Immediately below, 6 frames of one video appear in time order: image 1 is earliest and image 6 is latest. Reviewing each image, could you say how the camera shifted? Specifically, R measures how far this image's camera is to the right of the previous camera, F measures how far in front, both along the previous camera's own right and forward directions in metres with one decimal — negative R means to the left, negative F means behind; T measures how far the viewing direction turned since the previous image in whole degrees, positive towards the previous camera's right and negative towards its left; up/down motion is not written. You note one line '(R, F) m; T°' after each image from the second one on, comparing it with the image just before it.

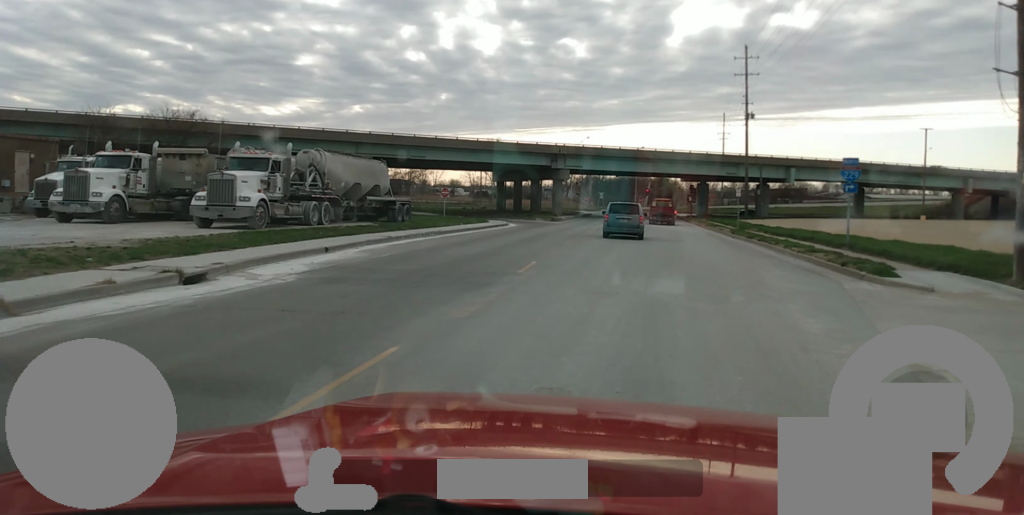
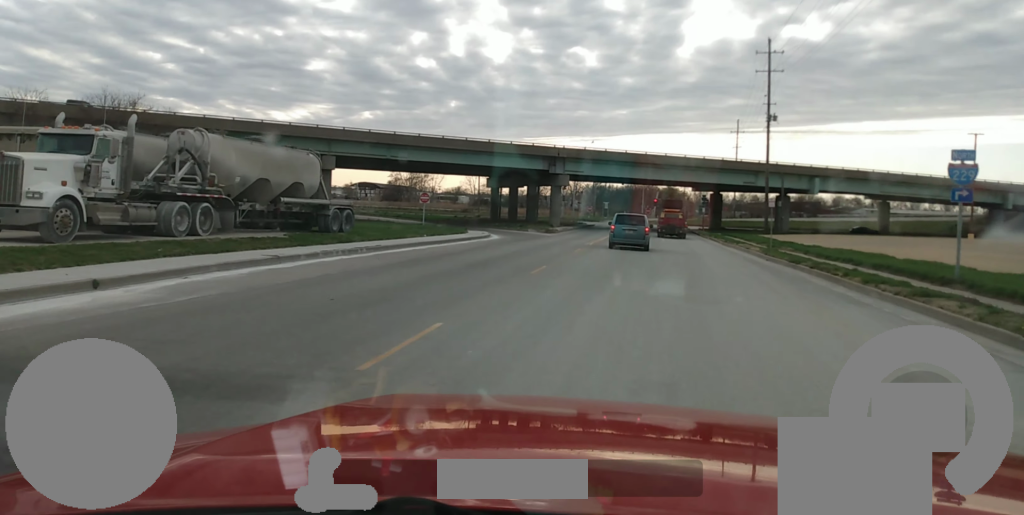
(+0.1, +10.8) m; +1°
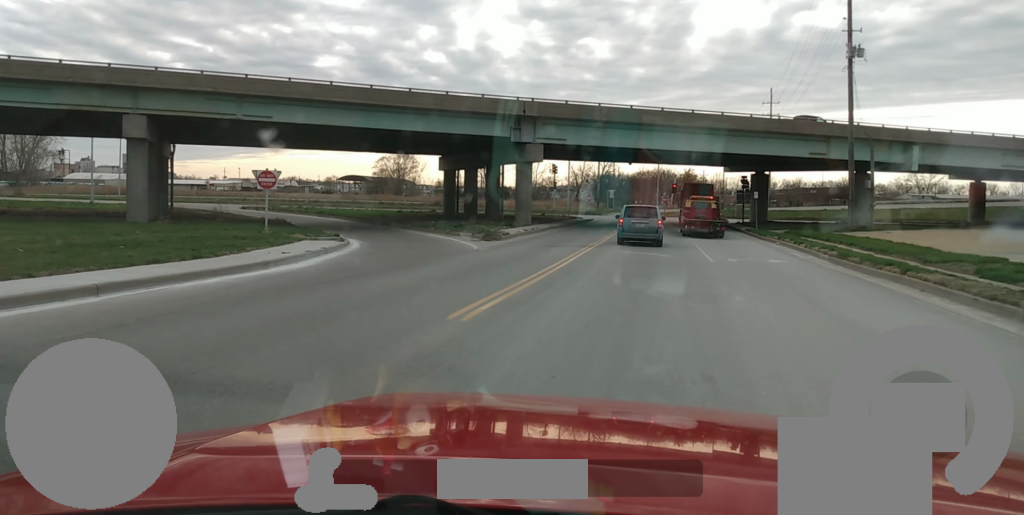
(-1.3, +30.9) m; -4°
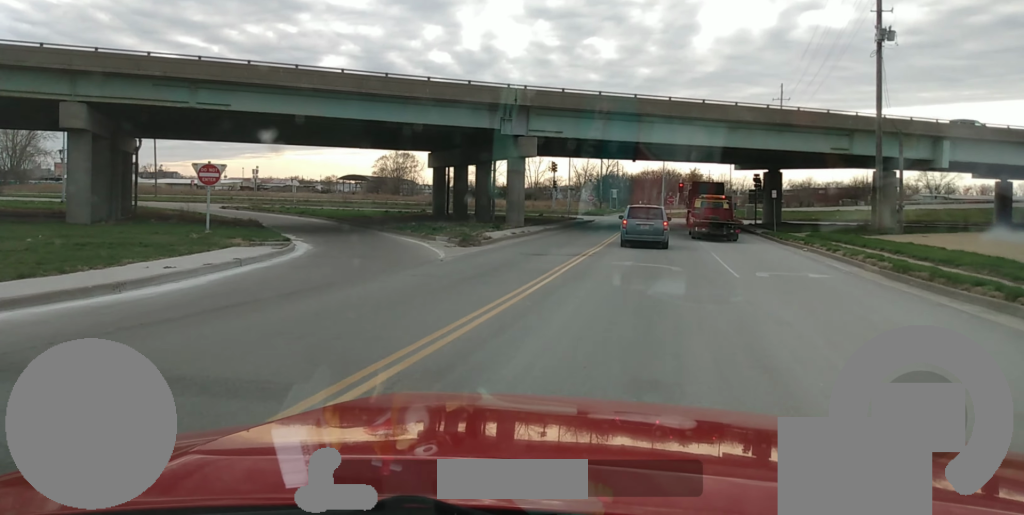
(0.0, +5.9) m; 0°
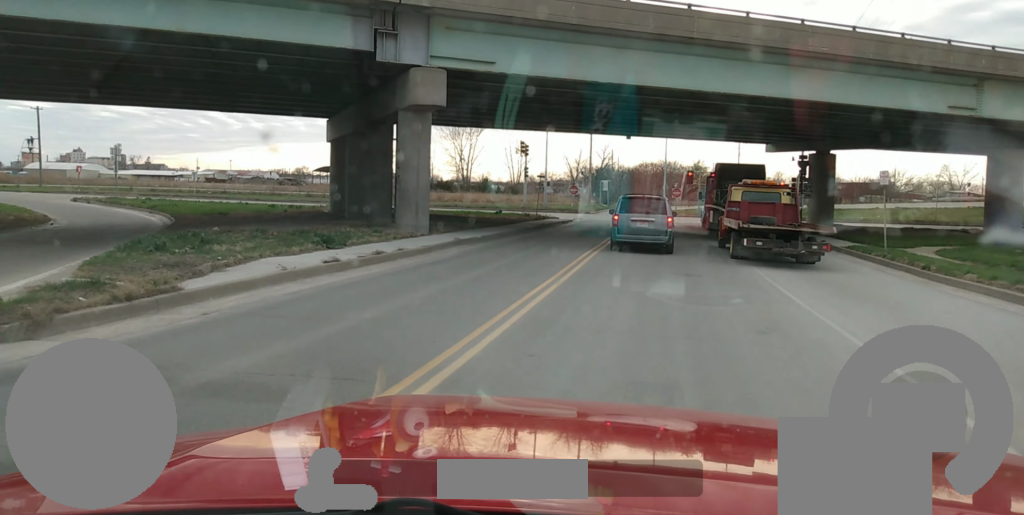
(0.0, +23.2) m; 0°
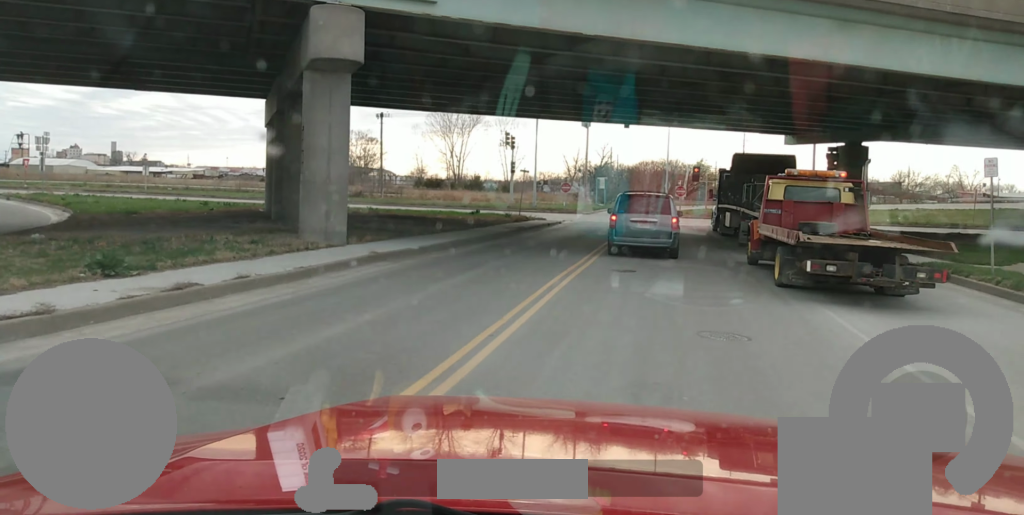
(0.0, +8.7) m; 0°
